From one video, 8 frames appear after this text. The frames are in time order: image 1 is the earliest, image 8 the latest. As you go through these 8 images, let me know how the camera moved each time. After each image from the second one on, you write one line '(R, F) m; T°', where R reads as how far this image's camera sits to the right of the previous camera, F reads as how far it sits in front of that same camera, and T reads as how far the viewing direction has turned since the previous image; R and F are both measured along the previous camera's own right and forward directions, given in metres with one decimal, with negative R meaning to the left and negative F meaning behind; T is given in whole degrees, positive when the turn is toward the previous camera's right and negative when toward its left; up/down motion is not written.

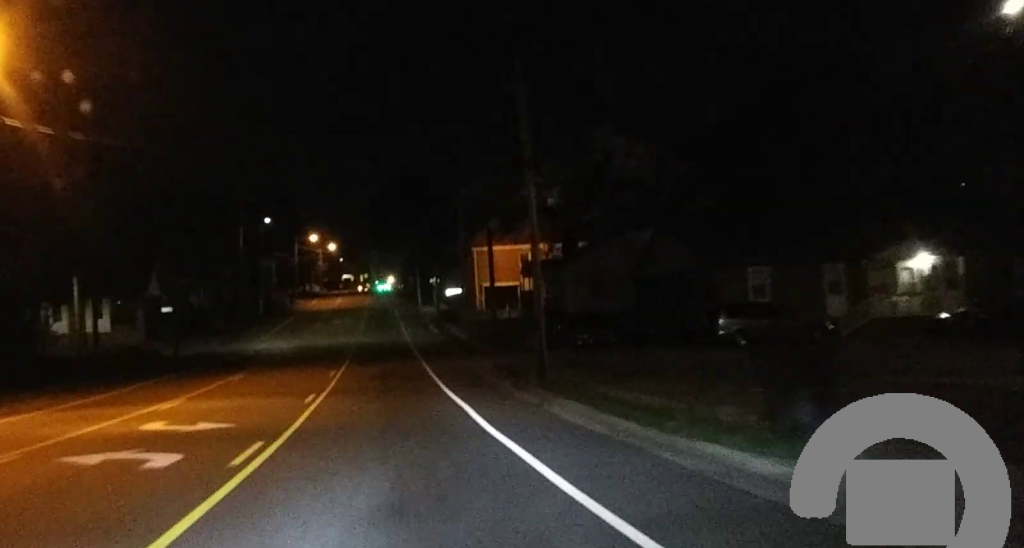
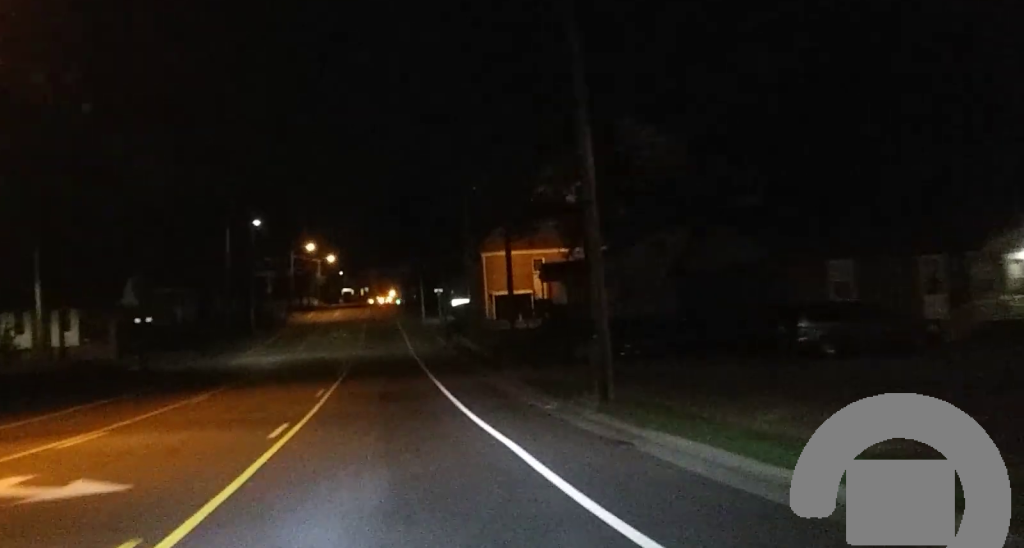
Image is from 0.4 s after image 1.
(-0.2, +7.5) m; 0°
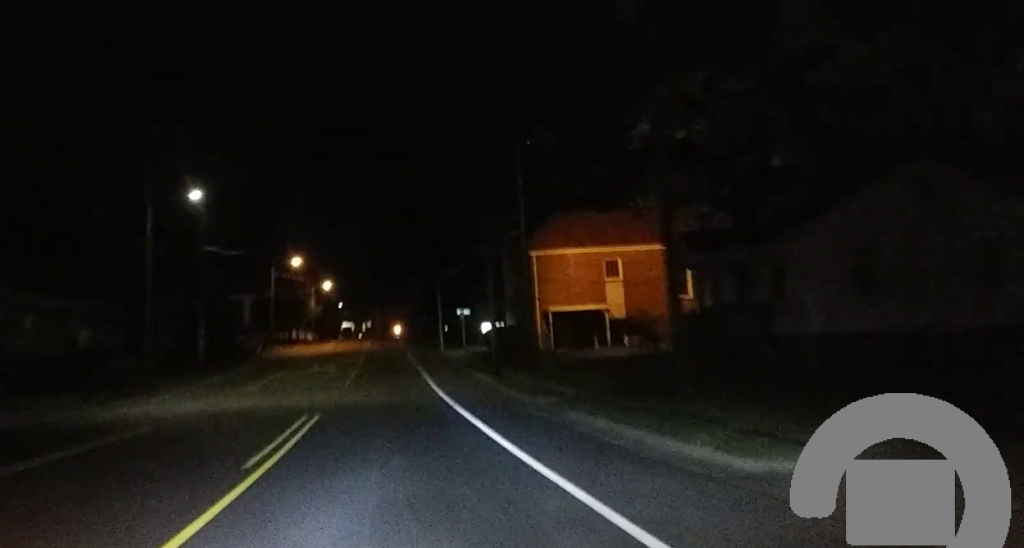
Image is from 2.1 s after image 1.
(+0.4, +28.8) m; +1°
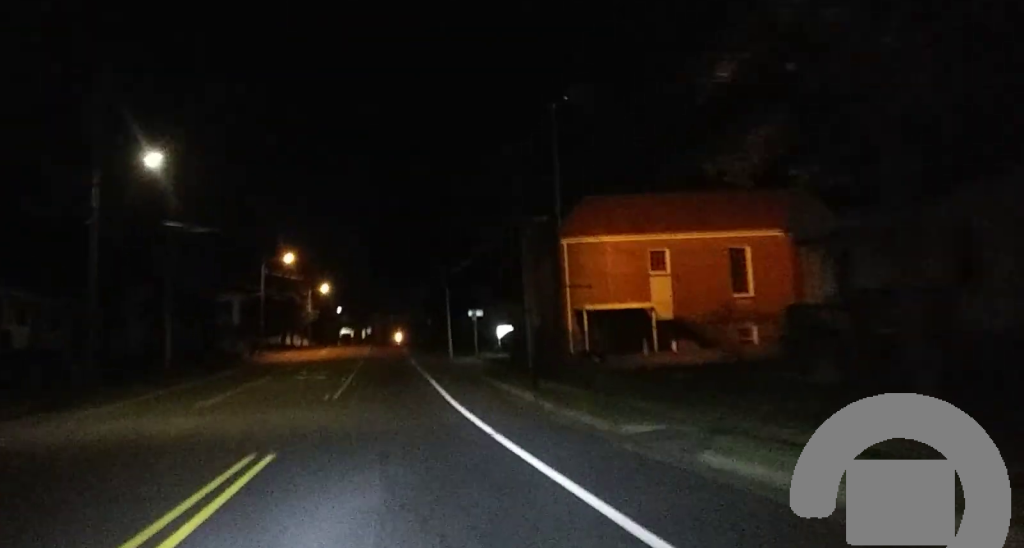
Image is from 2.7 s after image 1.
(-0.1, +9.4) m; 0°
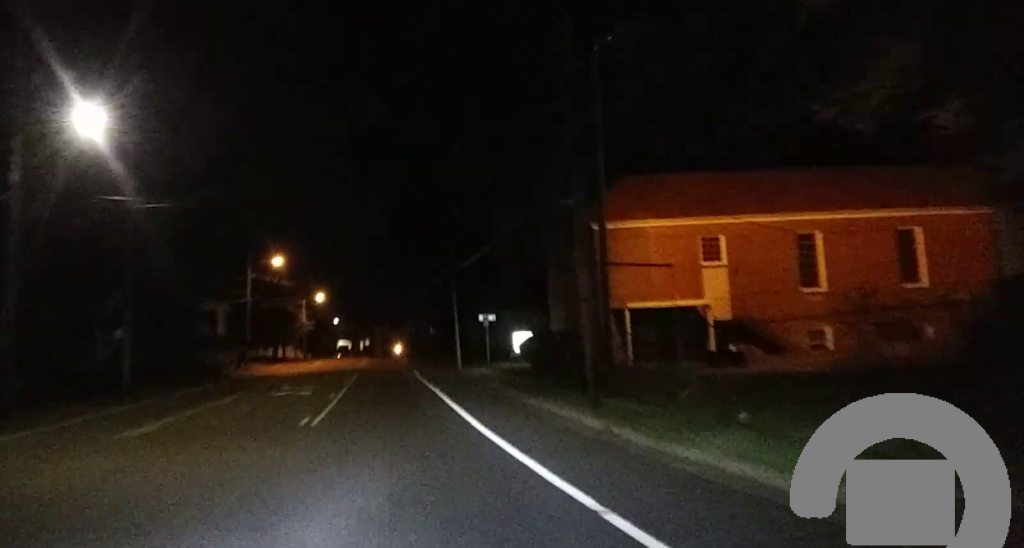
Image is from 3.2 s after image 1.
(+0.1, +8.6) m; -1°
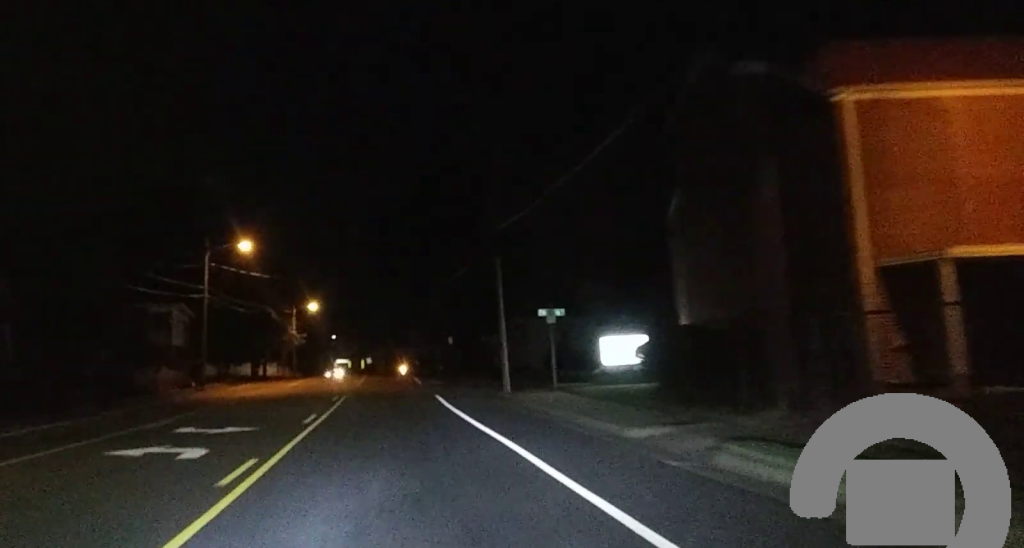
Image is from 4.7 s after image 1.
(-0.4, +22.6) m; -1°
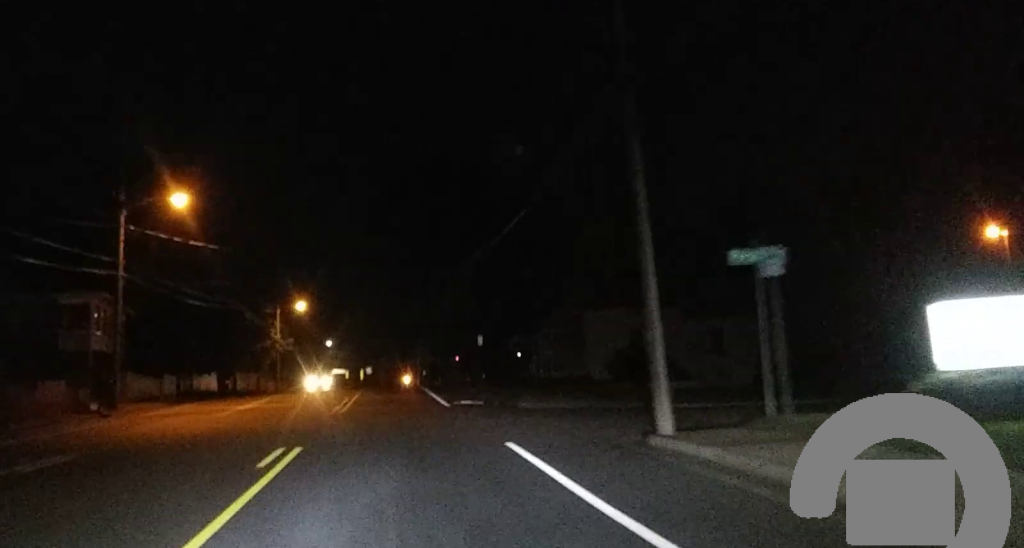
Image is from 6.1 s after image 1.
(+0.6, +20.7) m; +2°
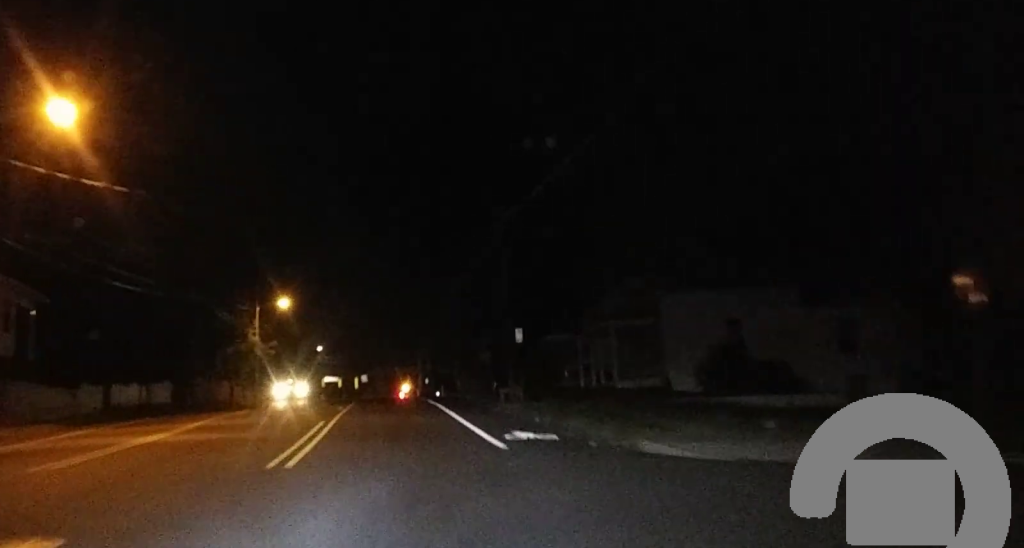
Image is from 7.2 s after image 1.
(-0.1, +15.9) m; -1°
